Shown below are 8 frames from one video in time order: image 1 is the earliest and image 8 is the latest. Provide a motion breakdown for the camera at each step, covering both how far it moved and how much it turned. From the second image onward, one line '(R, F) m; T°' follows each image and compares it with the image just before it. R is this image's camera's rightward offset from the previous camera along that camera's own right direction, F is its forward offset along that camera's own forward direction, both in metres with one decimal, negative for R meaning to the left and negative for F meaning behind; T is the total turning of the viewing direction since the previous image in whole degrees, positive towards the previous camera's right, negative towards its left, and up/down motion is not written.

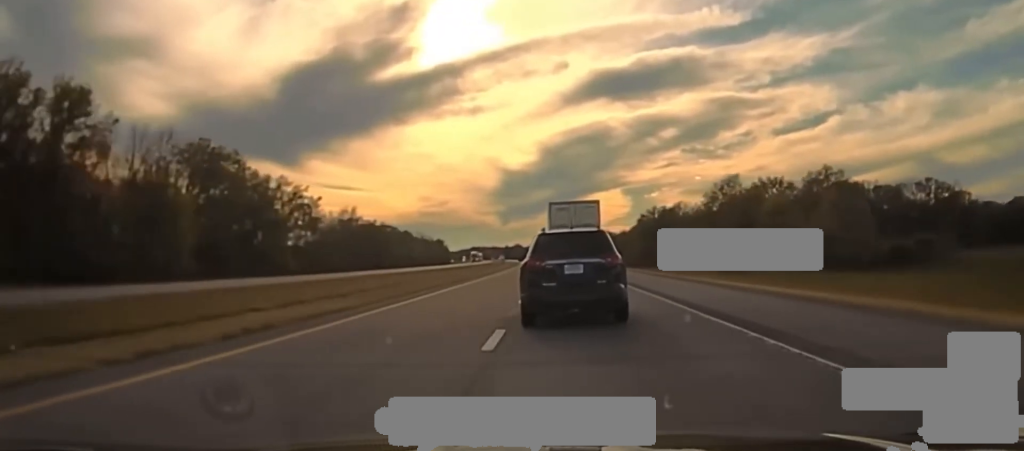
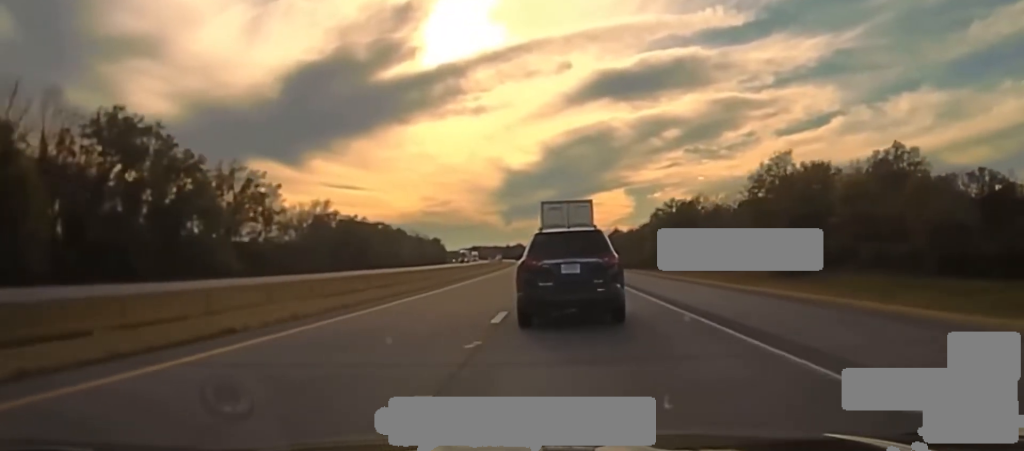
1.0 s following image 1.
(-0.1, +35.3) m; 0°
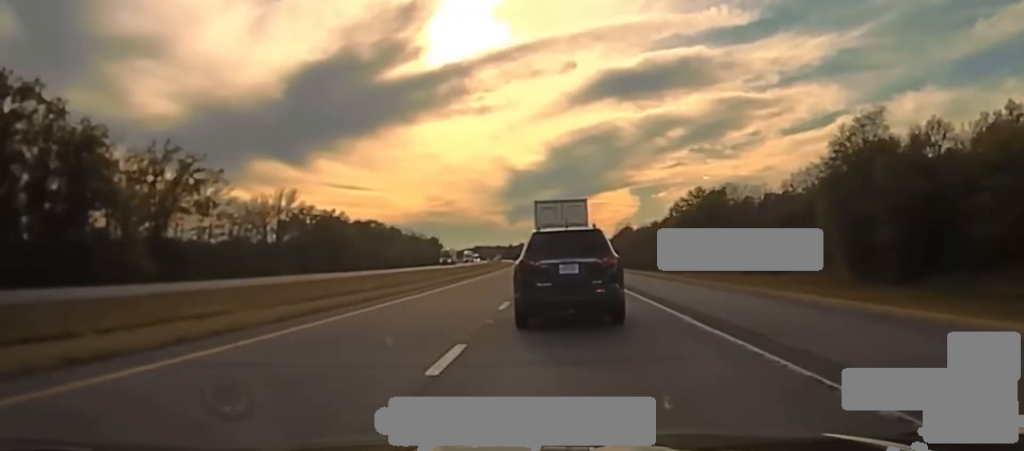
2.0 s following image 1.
(-0.1, +30.0) m; -1°
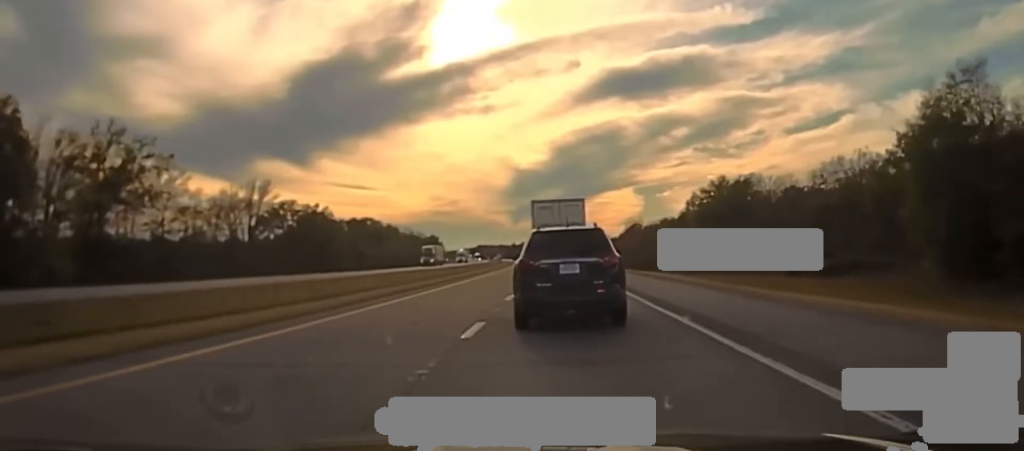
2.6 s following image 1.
(-0.1, +17.9) m; 0°
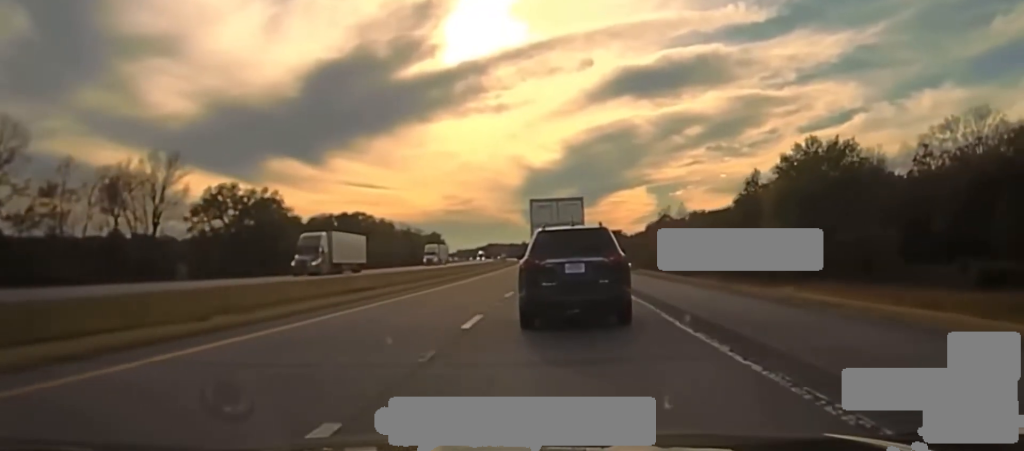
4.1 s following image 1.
(-0.2, +46.9) m; 0°
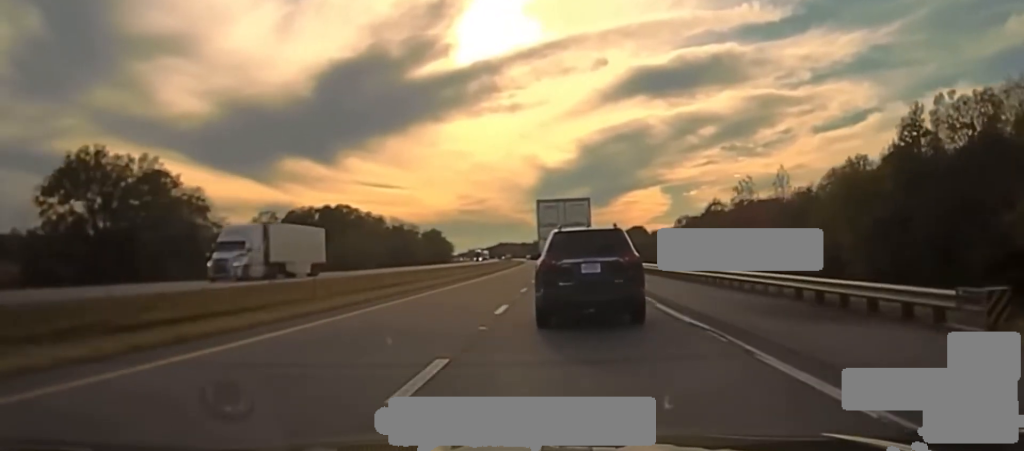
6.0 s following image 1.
(-0.5, +59.9) m; -1°
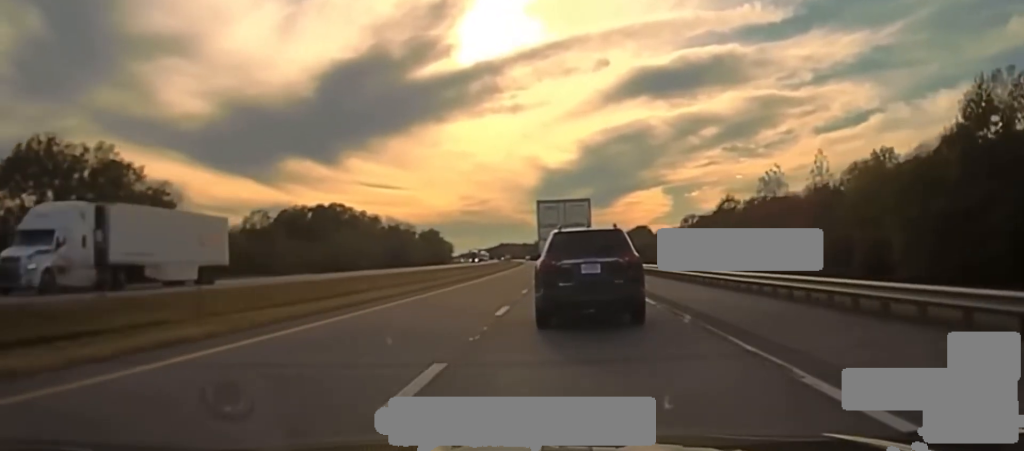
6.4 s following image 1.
(-0.1, +14.1) m; 0°
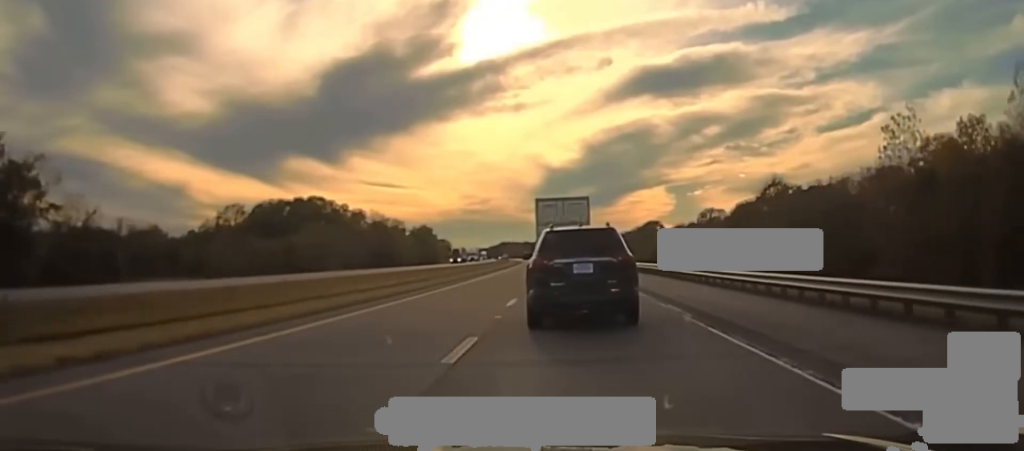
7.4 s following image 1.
(-0.1, +36.7) m; 0°
